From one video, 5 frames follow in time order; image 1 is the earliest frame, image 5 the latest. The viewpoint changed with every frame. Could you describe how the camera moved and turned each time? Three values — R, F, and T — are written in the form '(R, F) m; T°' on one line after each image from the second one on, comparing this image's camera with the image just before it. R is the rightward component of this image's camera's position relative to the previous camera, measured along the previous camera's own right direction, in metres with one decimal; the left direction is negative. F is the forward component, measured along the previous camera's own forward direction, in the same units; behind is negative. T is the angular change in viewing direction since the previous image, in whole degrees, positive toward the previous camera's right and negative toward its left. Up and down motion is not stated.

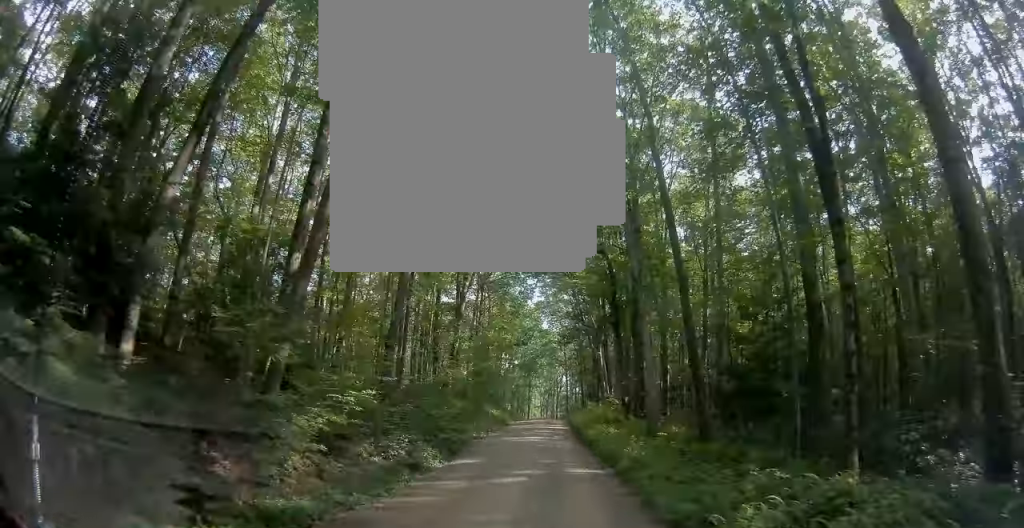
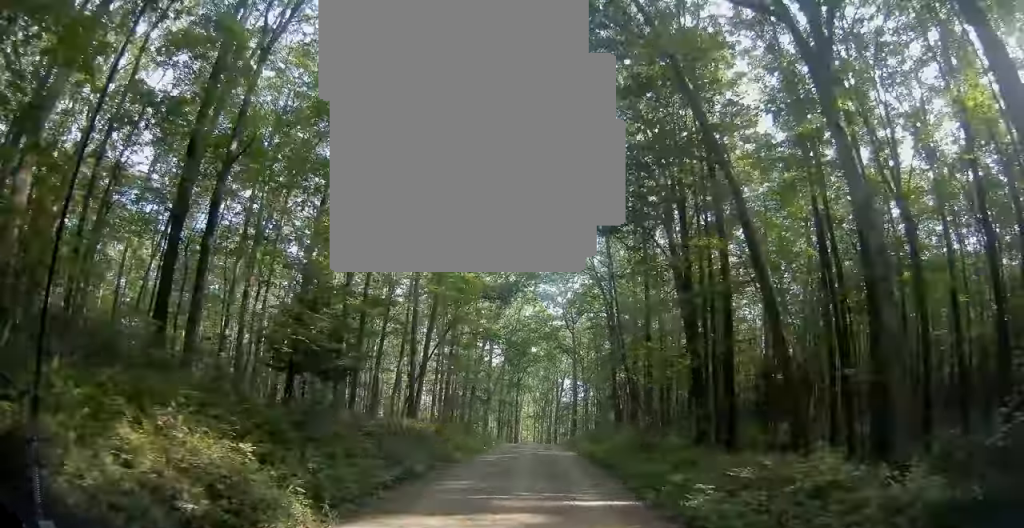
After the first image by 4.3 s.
(-0.4, +46.1) m; +1°
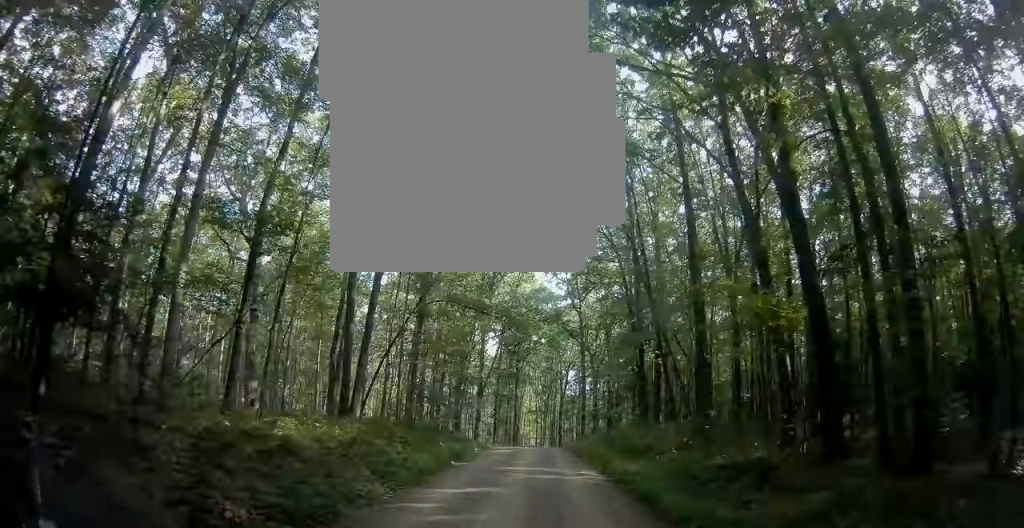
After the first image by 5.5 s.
(0.0, +12.4) m; 0°
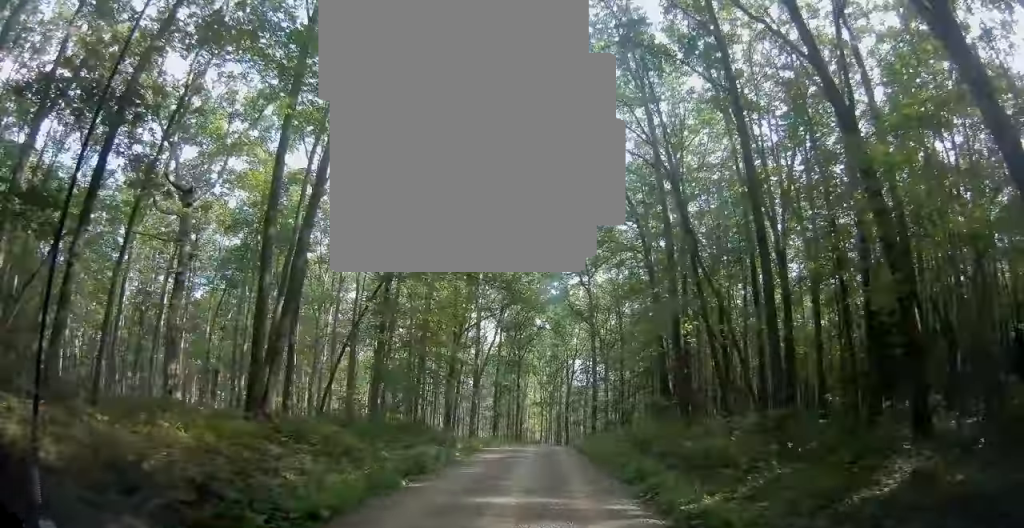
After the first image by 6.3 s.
(0.0, +8.6) m; -1°
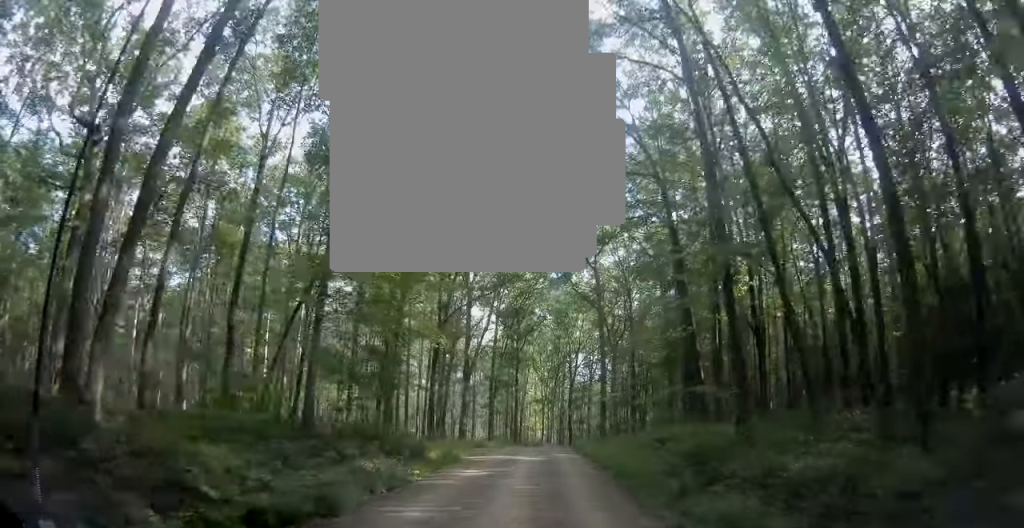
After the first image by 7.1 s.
(0.0, +8.1) m; 0°
